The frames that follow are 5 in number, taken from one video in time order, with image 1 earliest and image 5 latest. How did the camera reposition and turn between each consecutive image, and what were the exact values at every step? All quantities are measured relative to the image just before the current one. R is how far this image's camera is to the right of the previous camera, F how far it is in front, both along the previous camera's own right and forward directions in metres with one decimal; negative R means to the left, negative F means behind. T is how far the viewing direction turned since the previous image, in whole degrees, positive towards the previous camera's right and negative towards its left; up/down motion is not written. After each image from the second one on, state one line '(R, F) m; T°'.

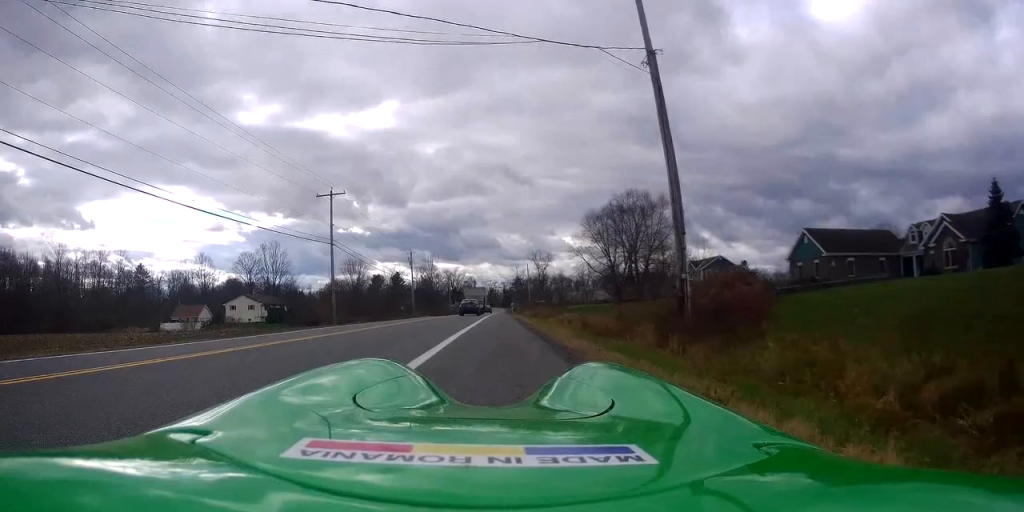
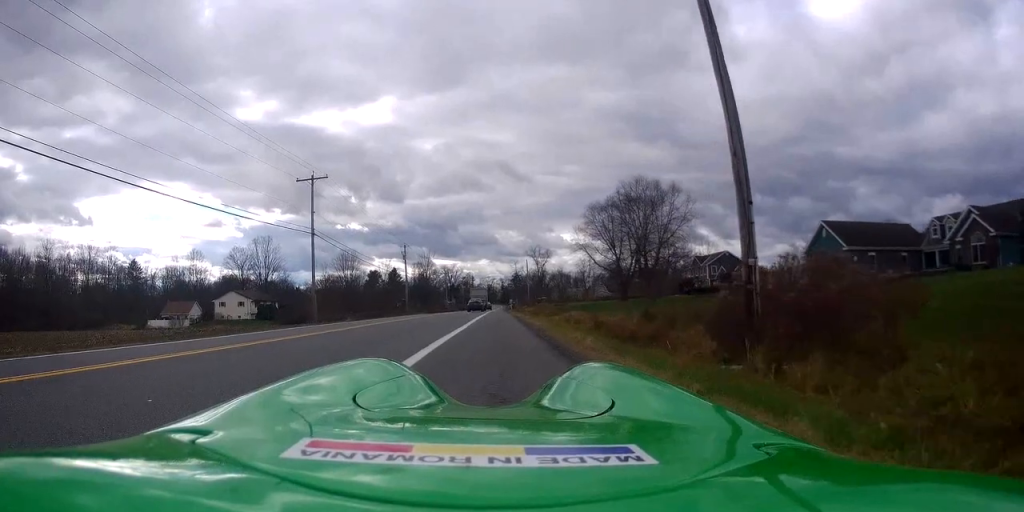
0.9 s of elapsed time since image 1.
(-0.4, +4.6) m; -5°
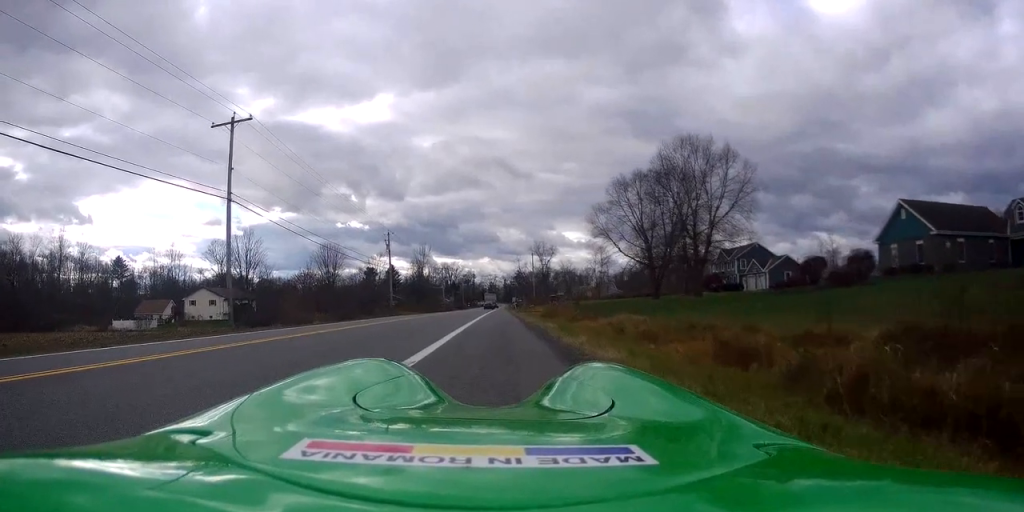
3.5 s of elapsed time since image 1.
(+0.9, +13.8) m; +3°
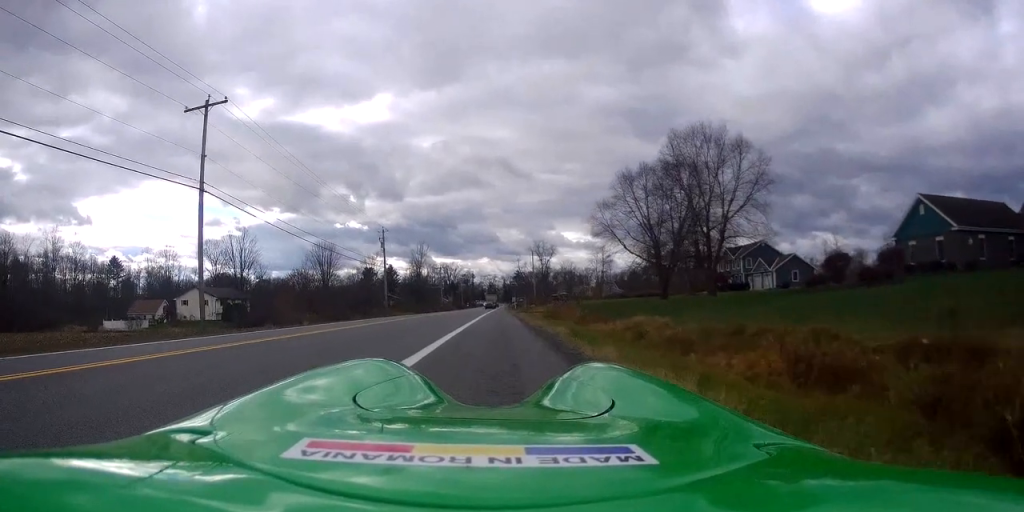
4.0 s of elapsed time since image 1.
(-0.2, +2.9) m; -4°
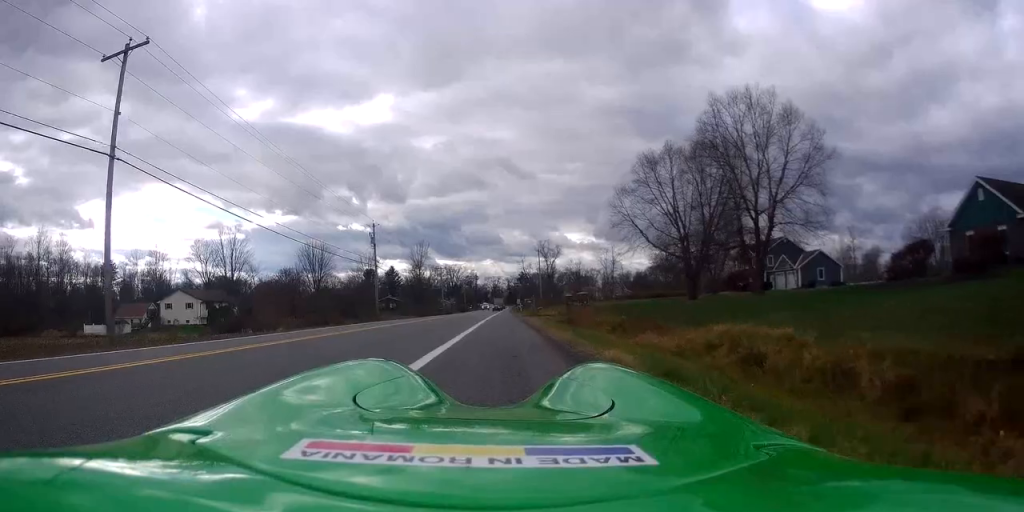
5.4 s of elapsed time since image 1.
(0.0, +7.2) m; +2°
